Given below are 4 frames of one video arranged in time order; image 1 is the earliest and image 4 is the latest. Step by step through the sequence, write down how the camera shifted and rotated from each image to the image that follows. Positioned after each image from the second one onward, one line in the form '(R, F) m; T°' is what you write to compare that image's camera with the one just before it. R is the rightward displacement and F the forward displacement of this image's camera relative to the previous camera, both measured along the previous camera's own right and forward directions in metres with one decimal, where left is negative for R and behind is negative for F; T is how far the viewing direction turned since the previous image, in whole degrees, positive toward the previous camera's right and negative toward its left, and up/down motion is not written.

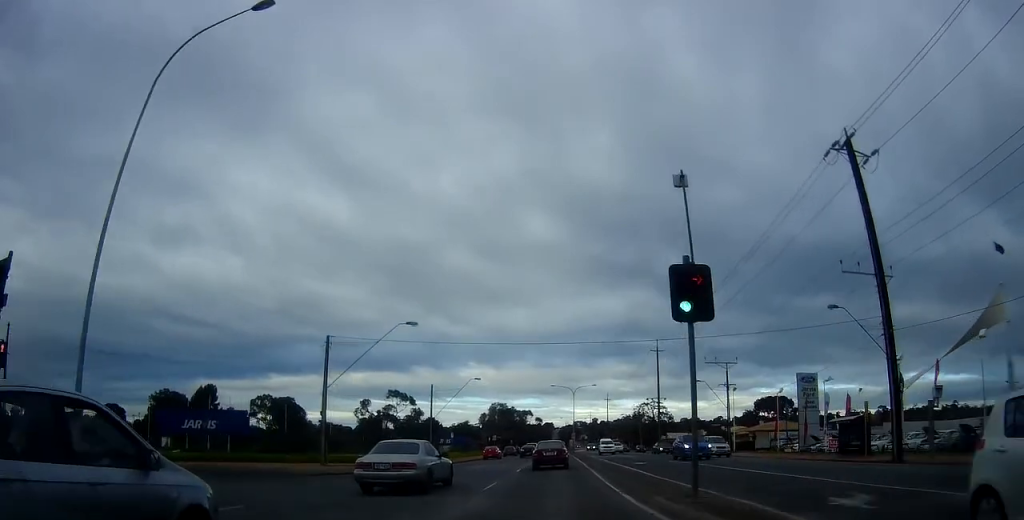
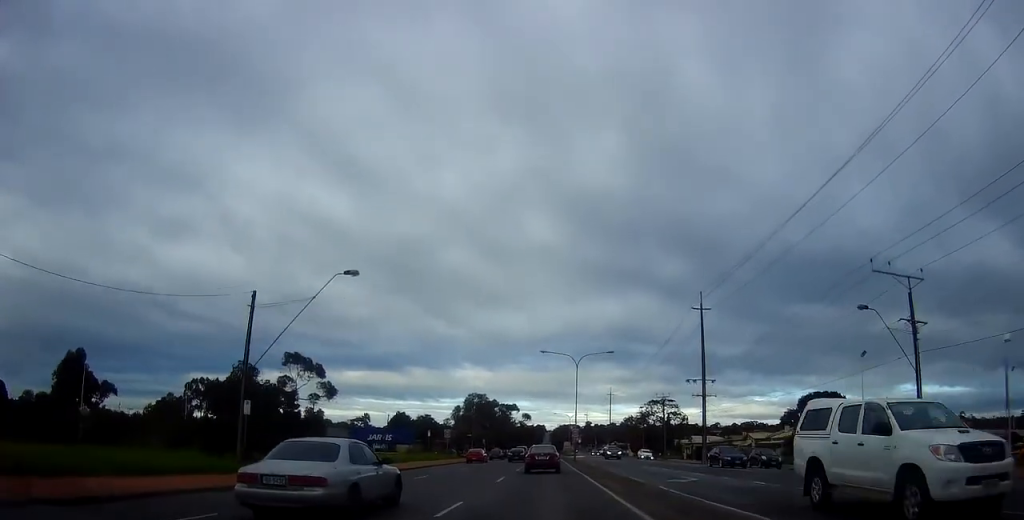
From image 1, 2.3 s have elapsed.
(+0.9, +35.5) m; +2°
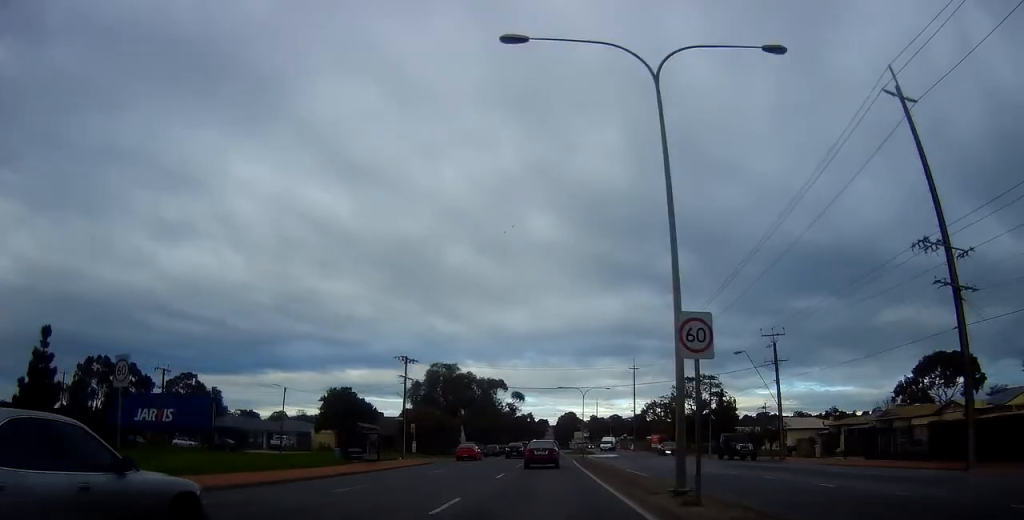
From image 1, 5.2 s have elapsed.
(-1.2, +48.0) m; -2°
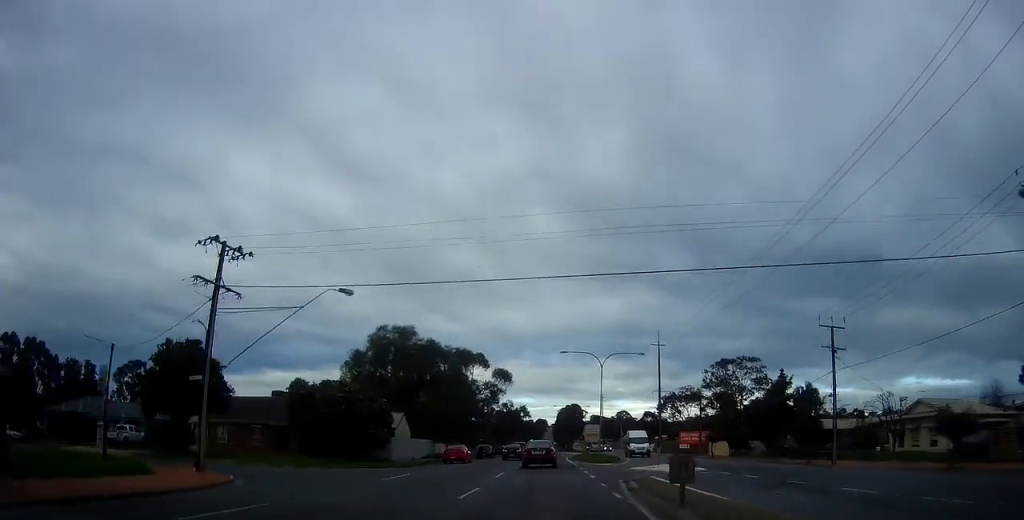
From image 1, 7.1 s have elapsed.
(+0.1, +32.6) m; 0°
